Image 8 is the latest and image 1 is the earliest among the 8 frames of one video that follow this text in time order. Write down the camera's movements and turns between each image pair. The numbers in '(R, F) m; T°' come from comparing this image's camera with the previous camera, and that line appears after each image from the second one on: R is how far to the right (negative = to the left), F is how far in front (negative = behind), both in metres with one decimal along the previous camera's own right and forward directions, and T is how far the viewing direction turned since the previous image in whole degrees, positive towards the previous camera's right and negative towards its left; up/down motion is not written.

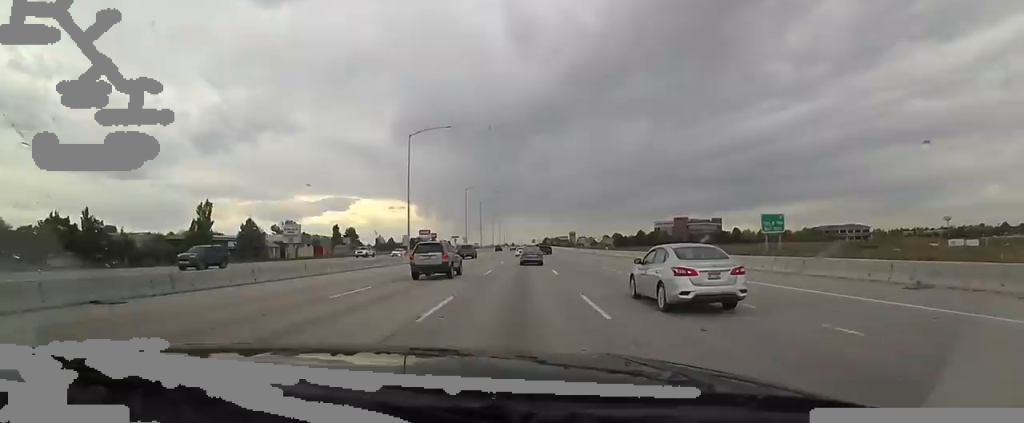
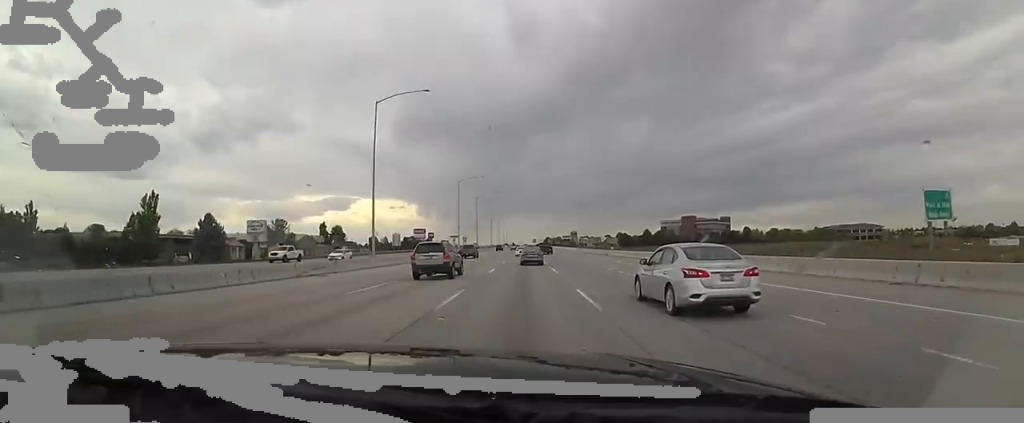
(0.0, +13.2) m; 0°
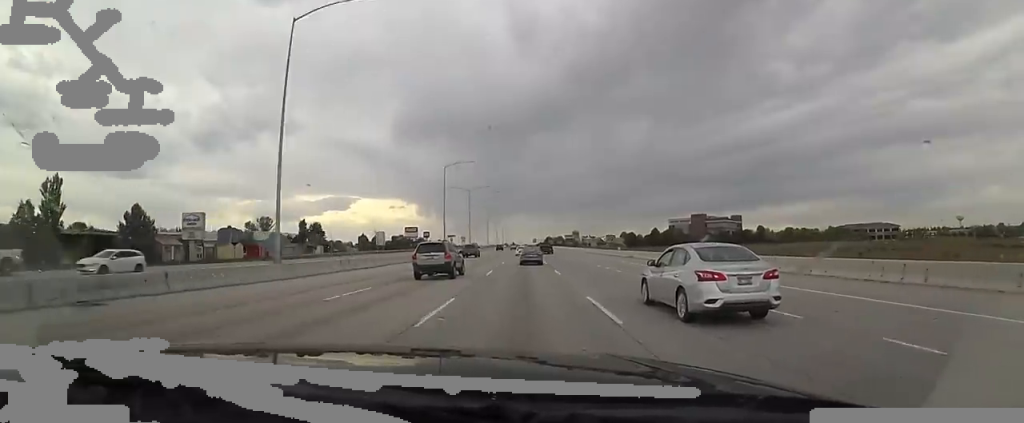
(0.0, +17.0) m; 0°
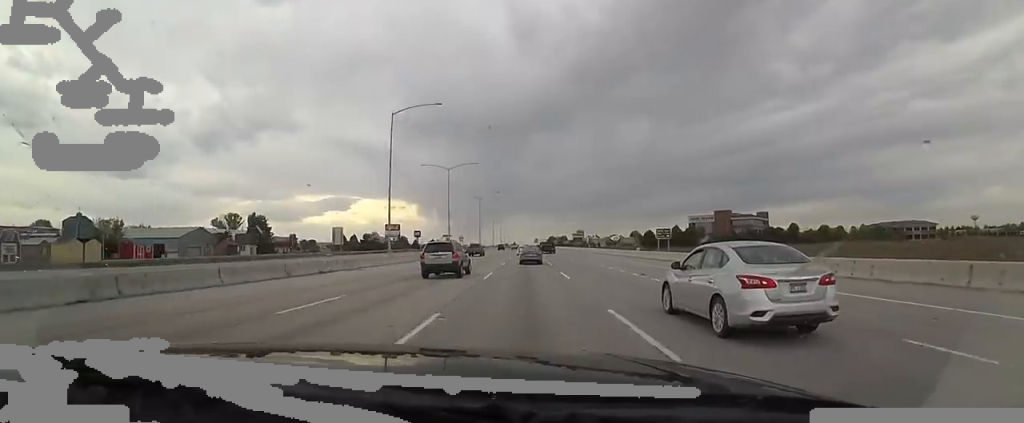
(0.0, +33.1) m; 0°
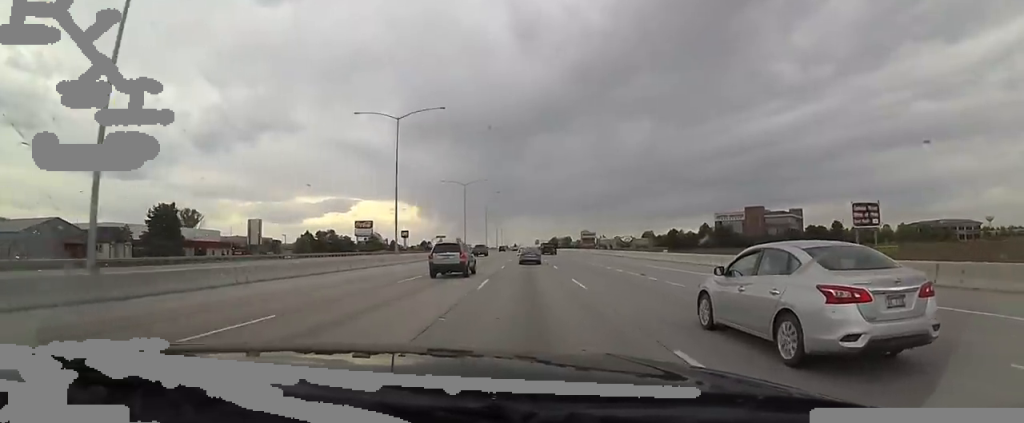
(0.0, +35.0) m; 0°
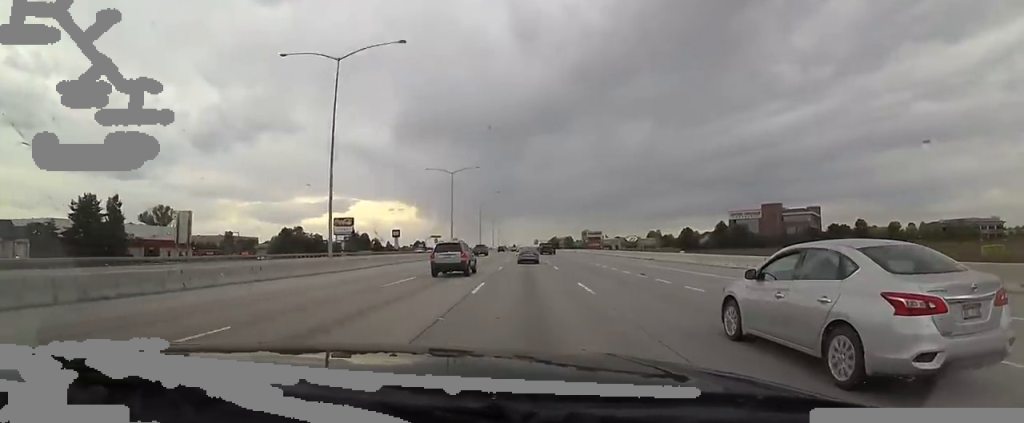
(0.0, +17.1) m; 0°
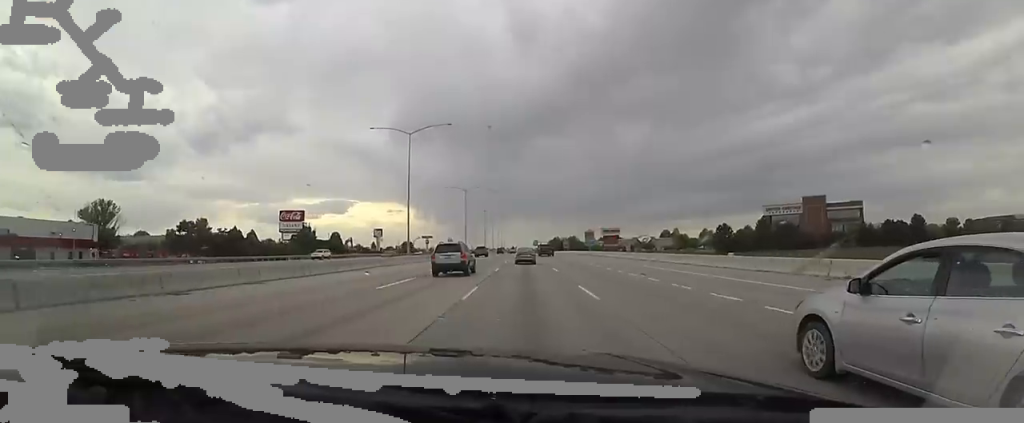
(0.0, +32.4) m; 0°
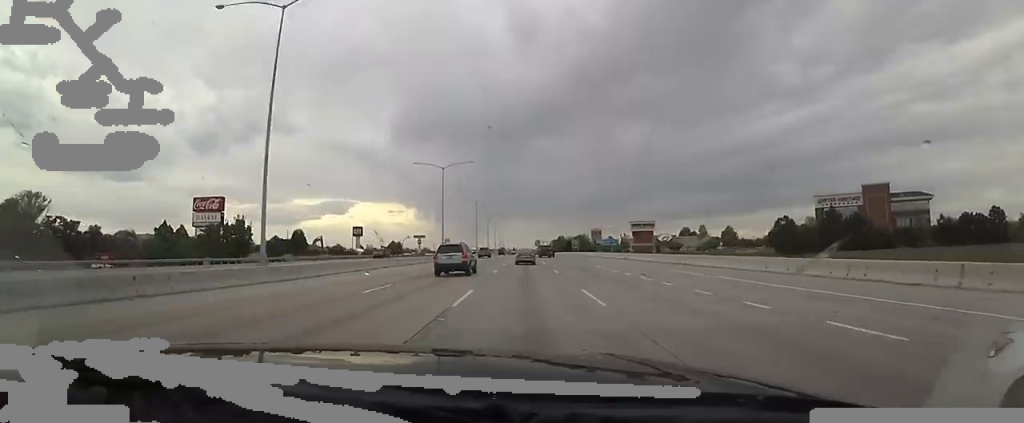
(0.0, +32.5) m; 0°
